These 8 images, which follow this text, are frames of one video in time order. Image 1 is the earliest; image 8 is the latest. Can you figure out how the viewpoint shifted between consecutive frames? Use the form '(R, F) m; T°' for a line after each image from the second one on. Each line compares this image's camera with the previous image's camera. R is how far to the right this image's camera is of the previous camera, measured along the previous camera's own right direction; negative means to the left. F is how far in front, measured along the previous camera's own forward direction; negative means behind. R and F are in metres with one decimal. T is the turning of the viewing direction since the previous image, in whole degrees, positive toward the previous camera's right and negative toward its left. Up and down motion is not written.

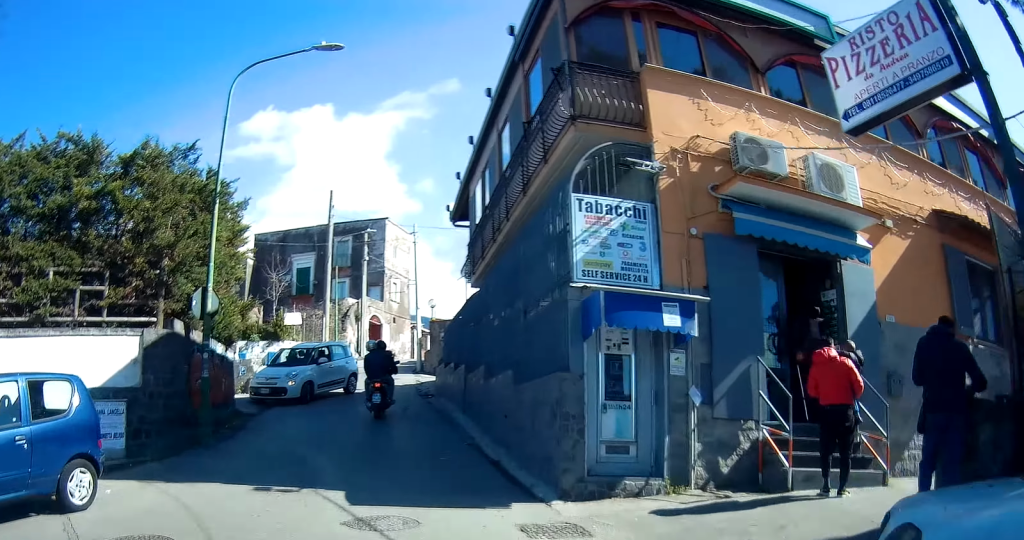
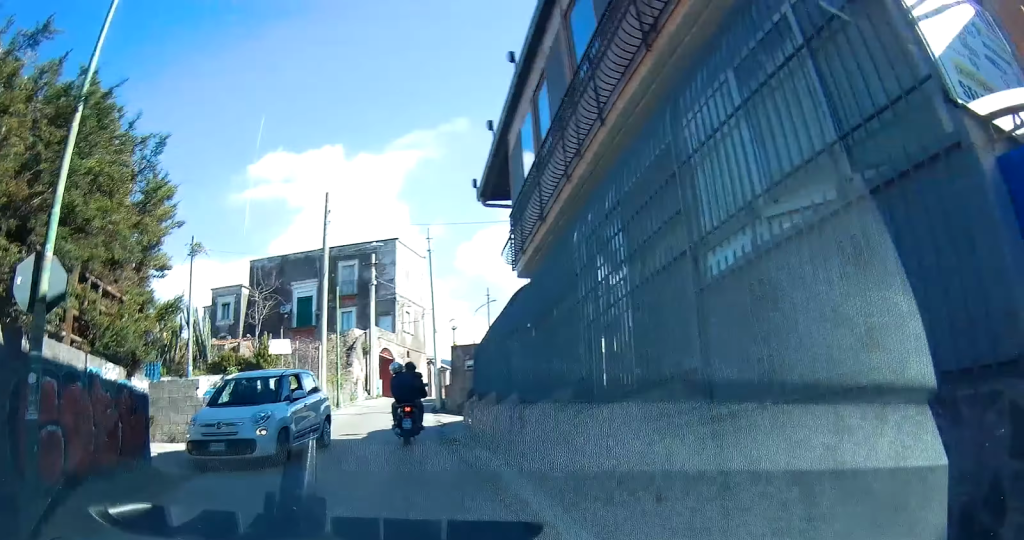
(-0.5, +5.3) m; +1°
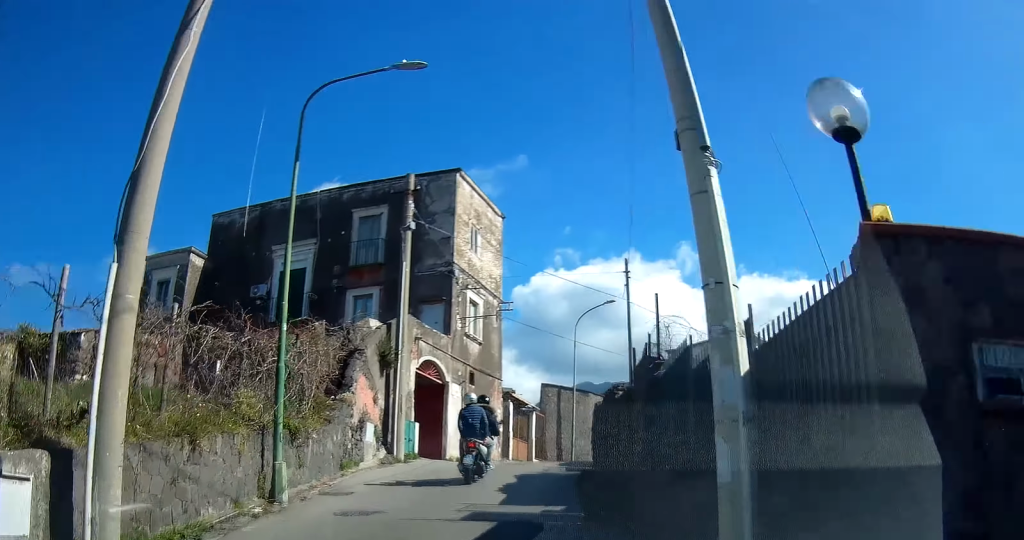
(+1.9, +21.2) m; +12°
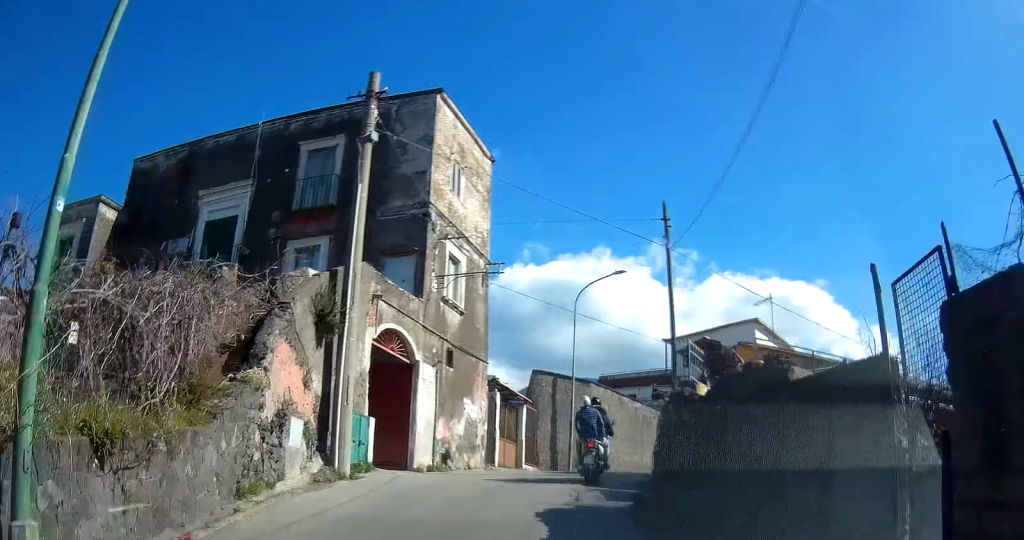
(0.0, +7.1) m; +6°
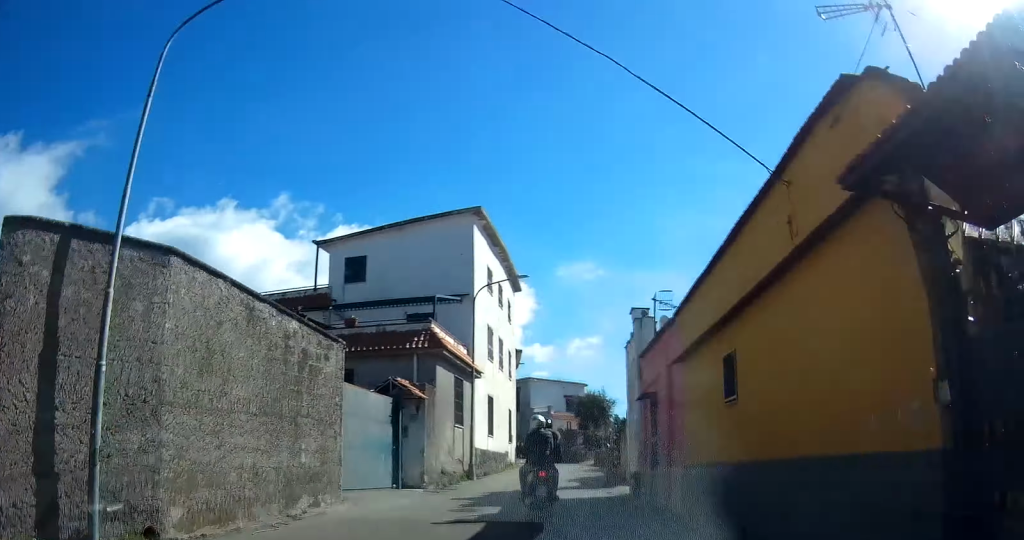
(+2.6, +17.4) m; +19°
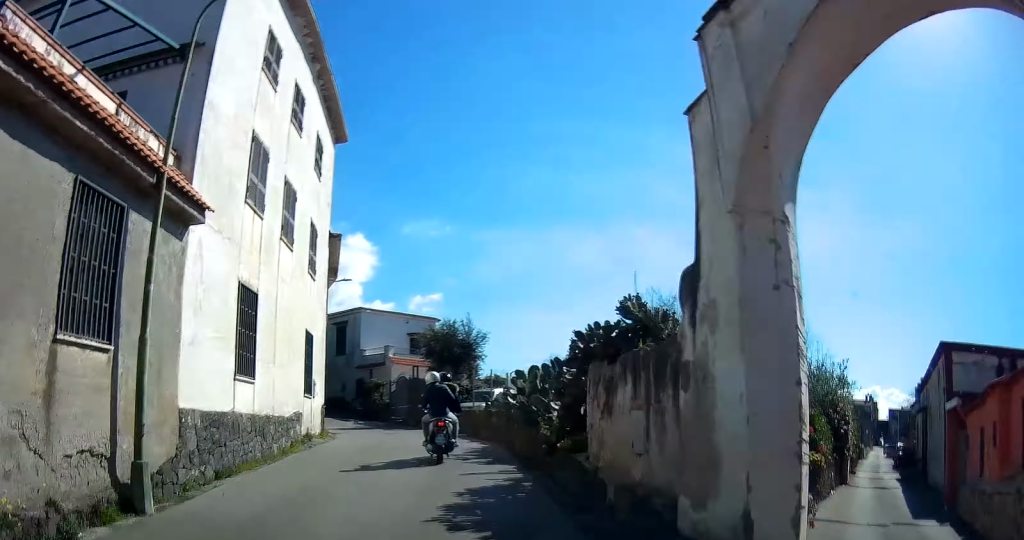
(+4.0, +21.5) m; +9°
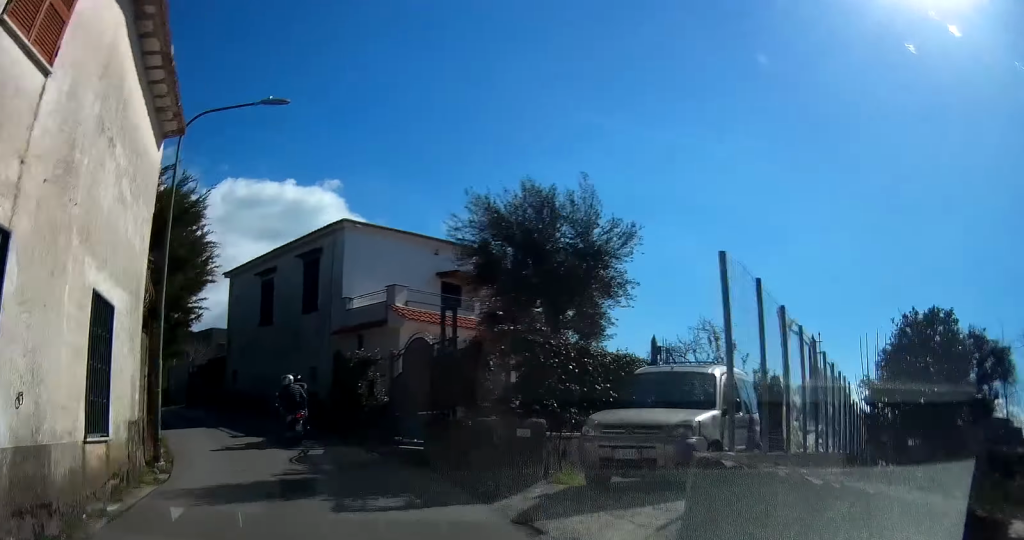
(-0.9, +23.6) m; -13°
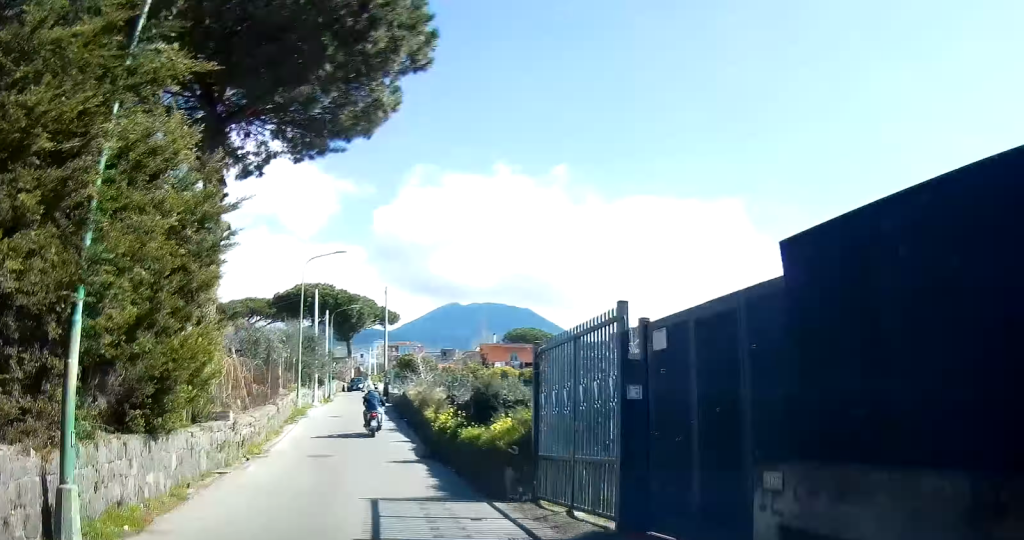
(-4.9, +26.5) m; -18°
